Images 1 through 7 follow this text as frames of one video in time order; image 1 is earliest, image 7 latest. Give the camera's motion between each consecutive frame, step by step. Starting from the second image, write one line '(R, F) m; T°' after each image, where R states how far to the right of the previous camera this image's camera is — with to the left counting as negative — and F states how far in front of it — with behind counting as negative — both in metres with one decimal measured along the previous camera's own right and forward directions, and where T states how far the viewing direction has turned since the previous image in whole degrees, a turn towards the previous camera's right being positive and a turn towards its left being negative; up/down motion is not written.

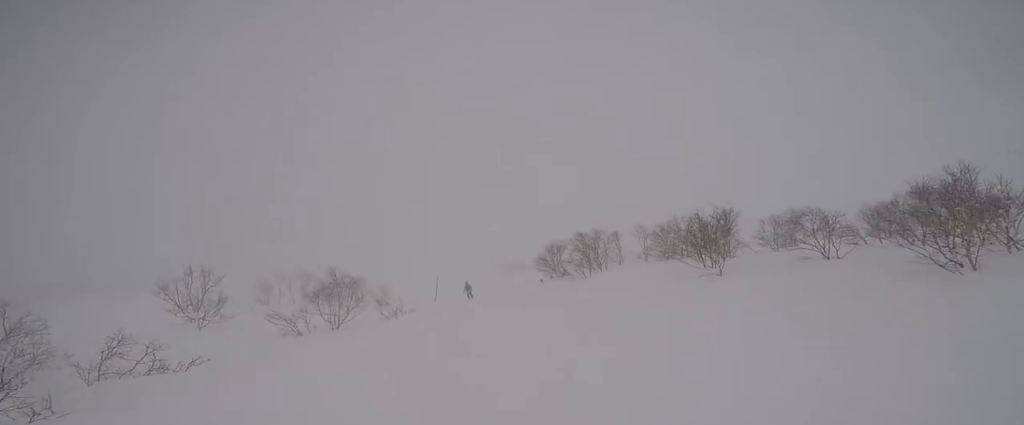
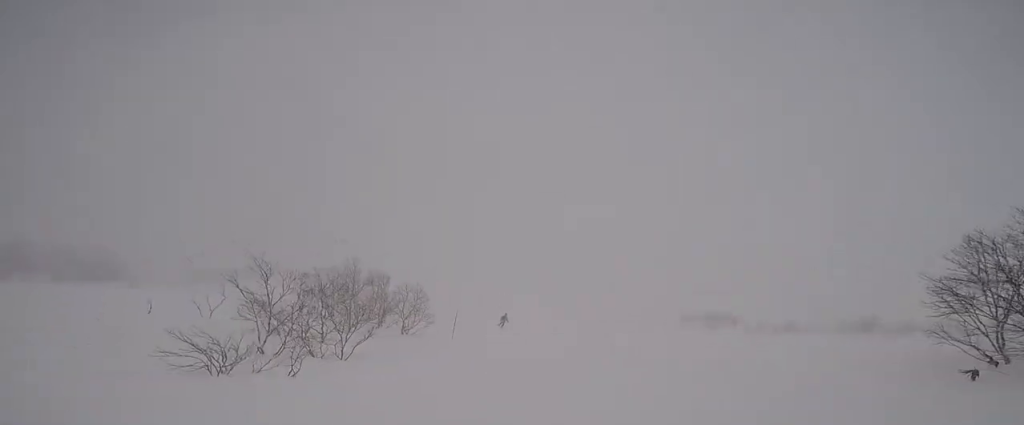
(-3.9, +22.0) m; -23°
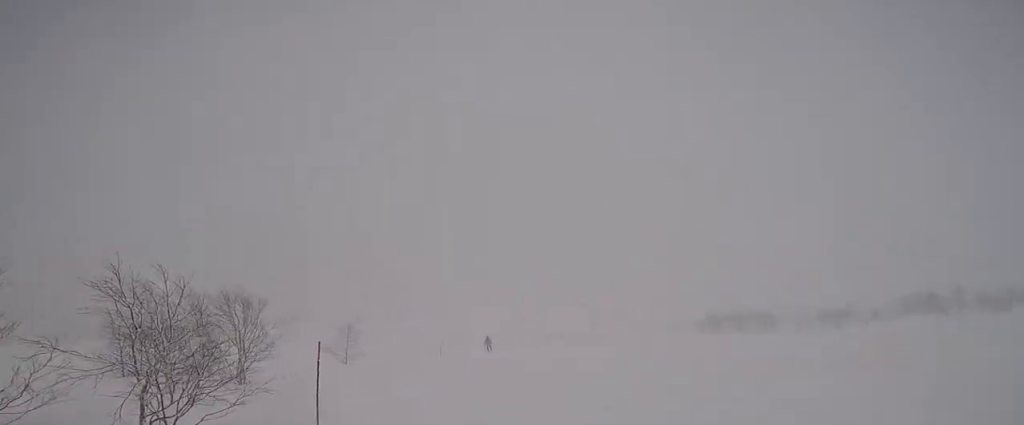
(-0.5, +12.2) m; 0°
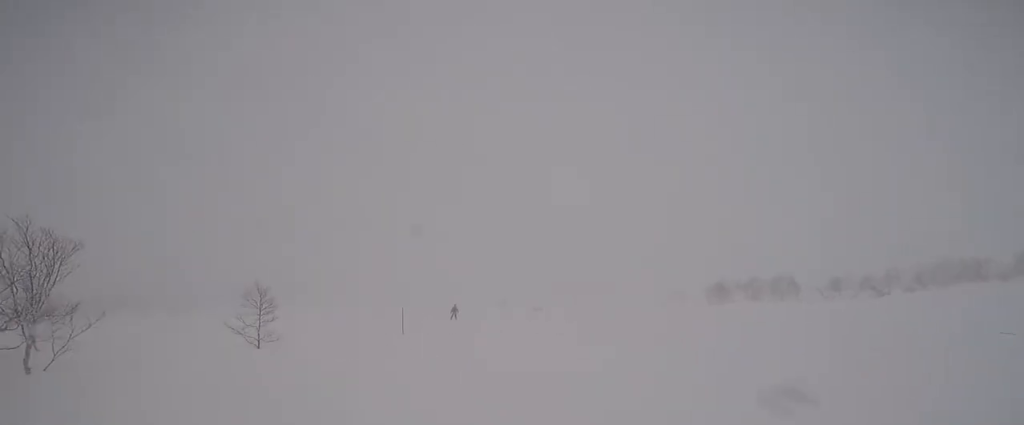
(+0.6, +7.0) m; 0°
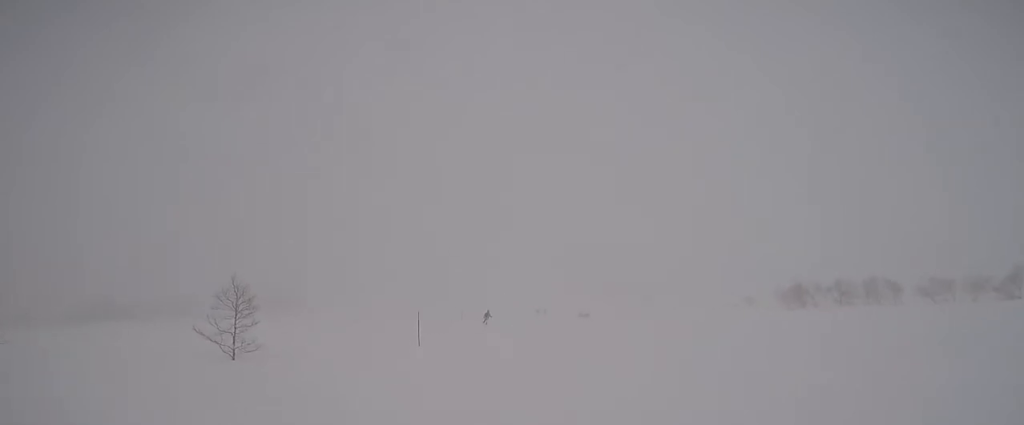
(-0.4, +4.1) m; -2°
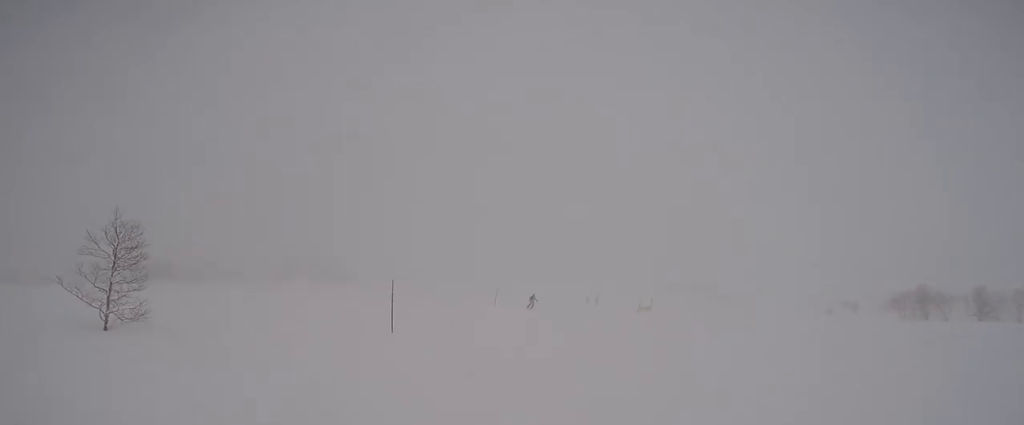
(-0.2, +5.6) m; -3°
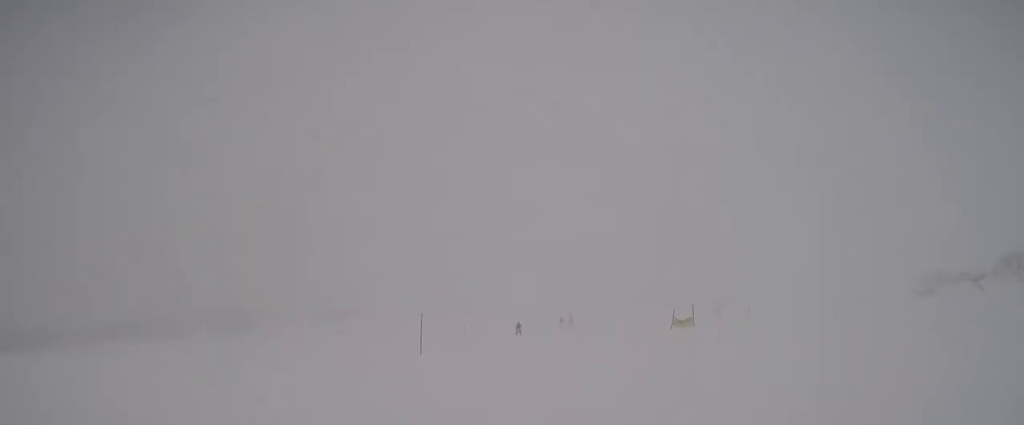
(+0.4, +15.1) m; +3°
